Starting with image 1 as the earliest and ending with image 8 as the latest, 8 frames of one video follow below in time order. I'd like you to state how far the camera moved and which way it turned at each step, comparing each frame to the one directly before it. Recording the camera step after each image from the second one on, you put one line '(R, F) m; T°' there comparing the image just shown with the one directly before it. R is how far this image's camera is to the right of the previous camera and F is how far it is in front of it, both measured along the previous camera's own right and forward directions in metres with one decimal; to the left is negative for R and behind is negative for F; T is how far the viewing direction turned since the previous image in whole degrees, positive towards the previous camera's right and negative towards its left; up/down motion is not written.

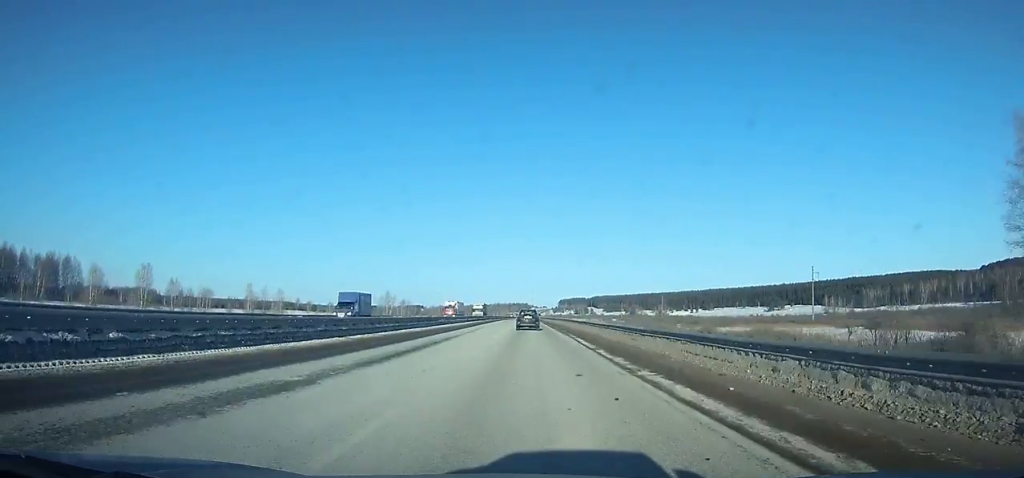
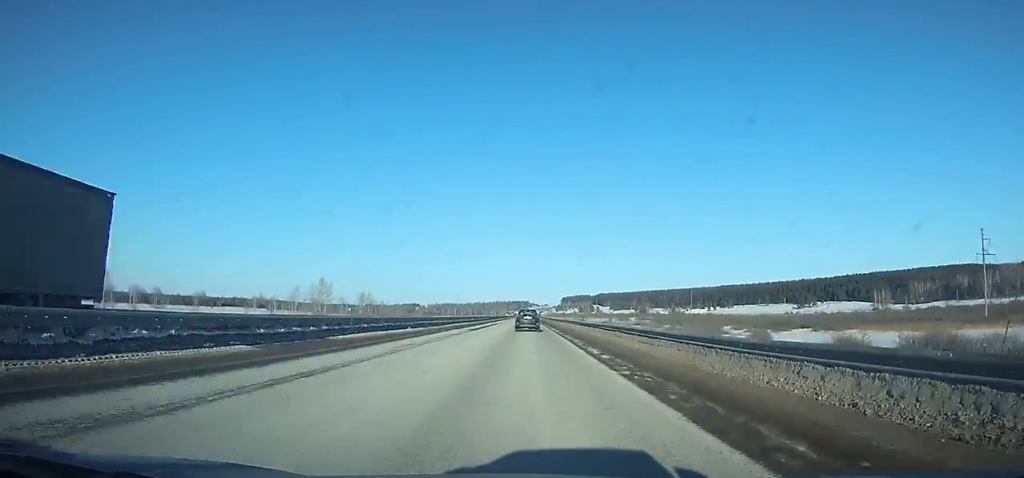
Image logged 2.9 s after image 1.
(-0.3, +78.1) m; 0°
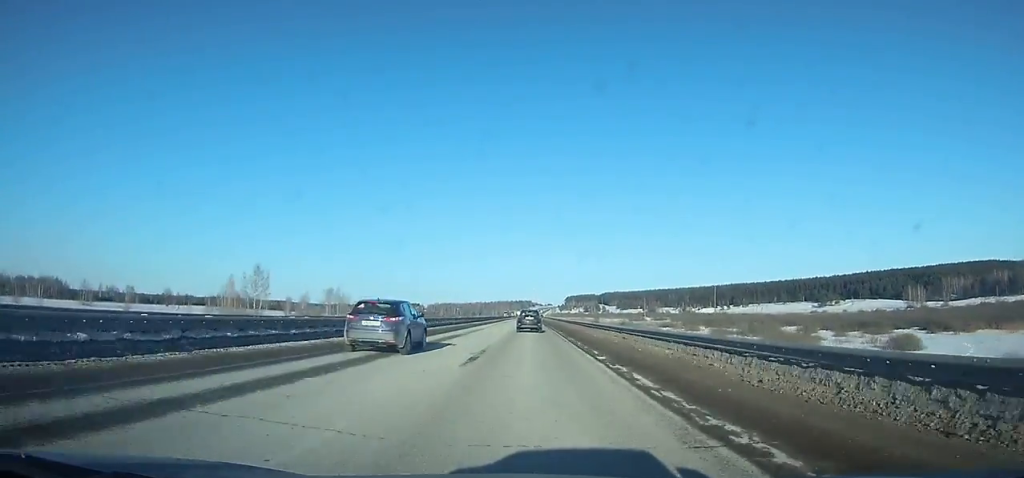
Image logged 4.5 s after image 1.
(-0.1, +43.0) m; 0°
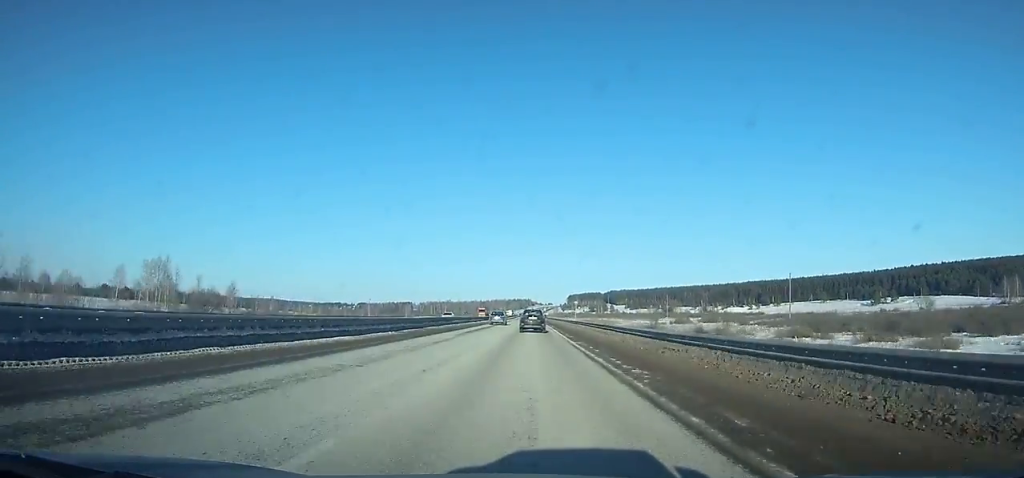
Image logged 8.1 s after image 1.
(0.0, +96.9) m; 0°
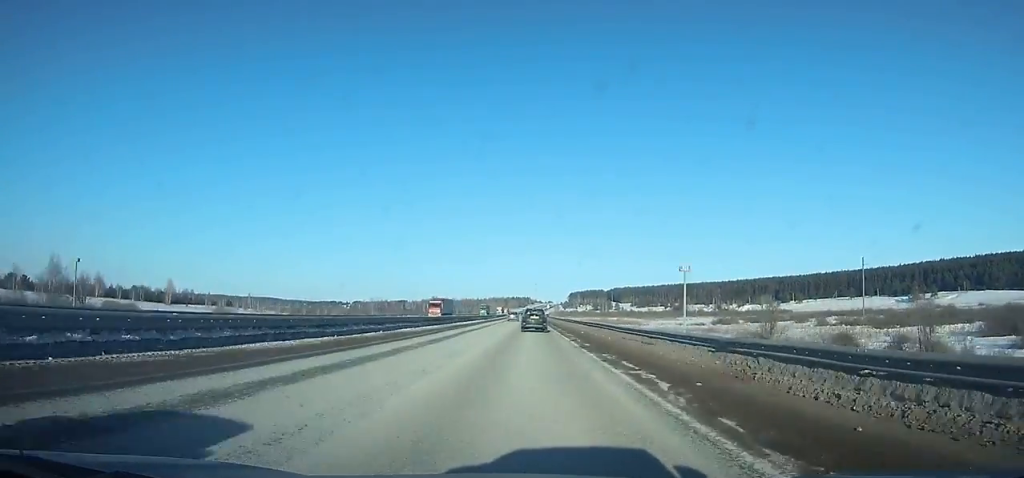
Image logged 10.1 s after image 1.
(+0.2, +54.1) m; 0°
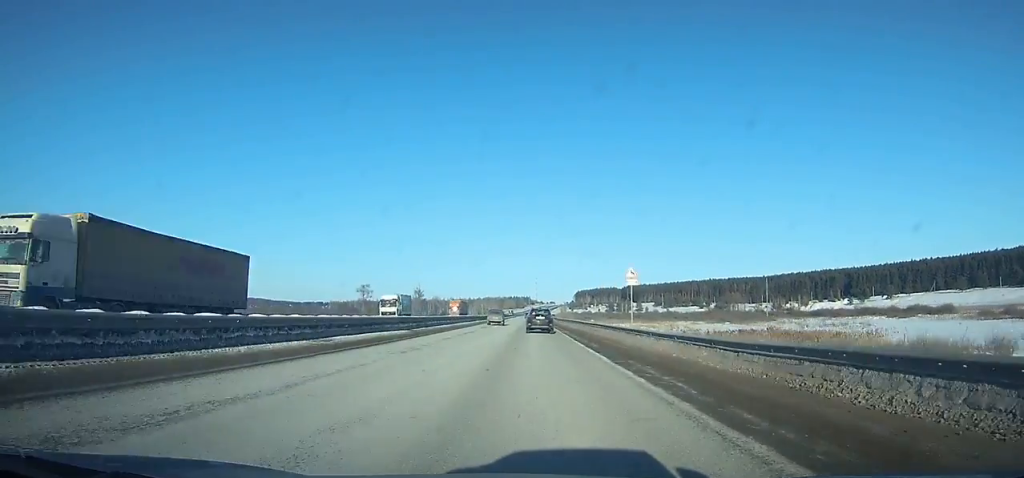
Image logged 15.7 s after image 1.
(-0.2, +153.1) m; 0°
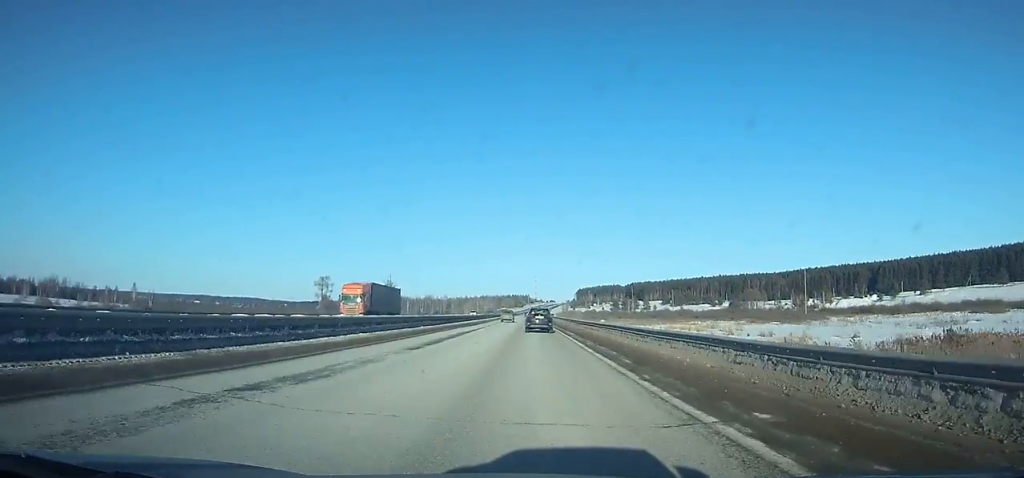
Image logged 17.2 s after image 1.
(0.0, +41.3) m; 0°
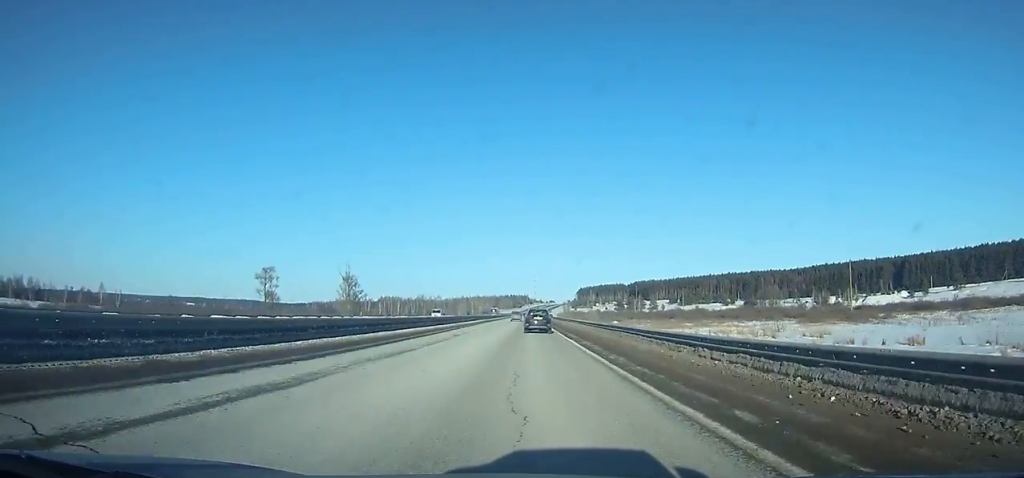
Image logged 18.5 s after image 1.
(0.0, +36.1) m; 0°
